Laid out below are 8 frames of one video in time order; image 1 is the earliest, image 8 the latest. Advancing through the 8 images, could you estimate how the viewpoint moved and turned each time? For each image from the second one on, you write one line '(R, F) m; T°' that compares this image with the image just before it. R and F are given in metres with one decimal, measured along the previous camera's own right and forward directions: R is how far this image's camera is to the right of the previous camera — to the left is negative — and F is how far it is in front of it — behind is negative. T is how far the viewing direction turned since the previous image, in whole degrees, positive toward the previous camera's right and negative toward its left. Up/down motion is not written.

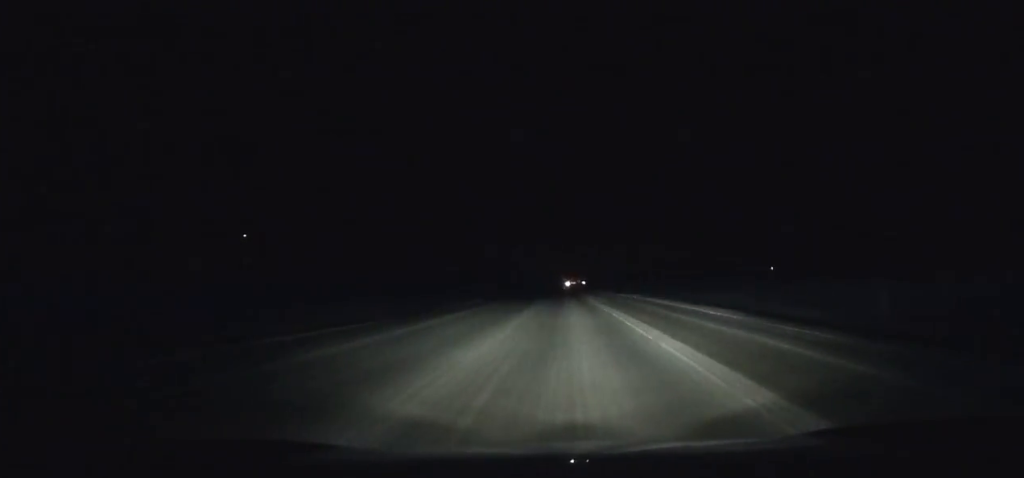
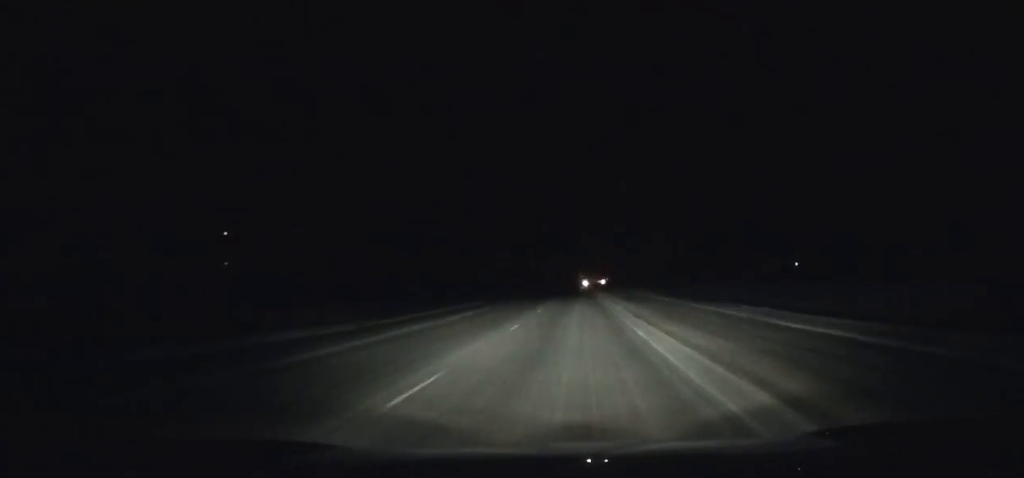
(-2.5, +91.3) m; -3°
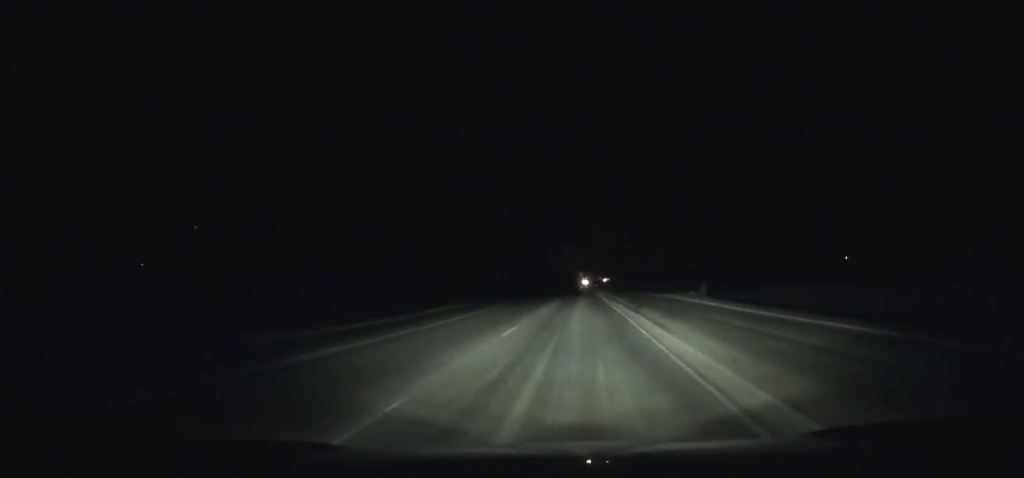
(-0.7, +62.0) m; -1°
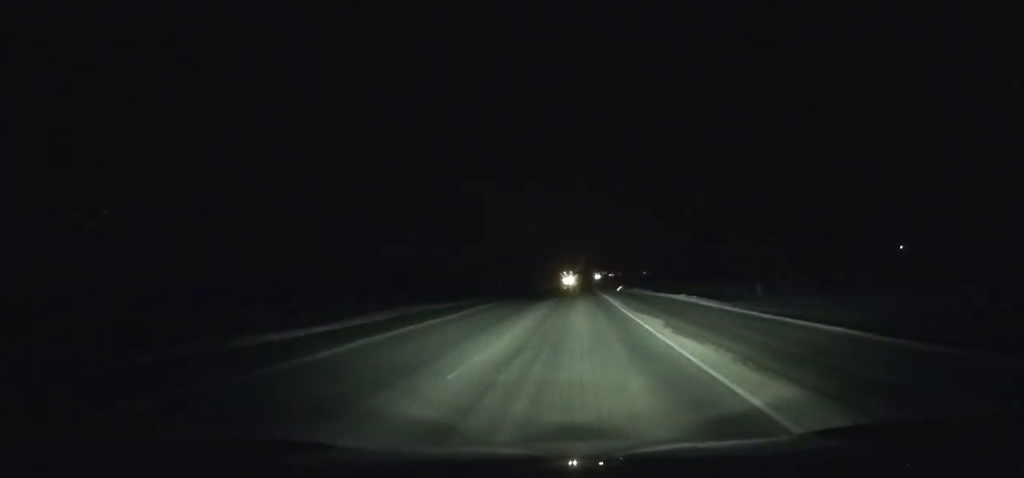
(+0.6, +125.9) m; +1°
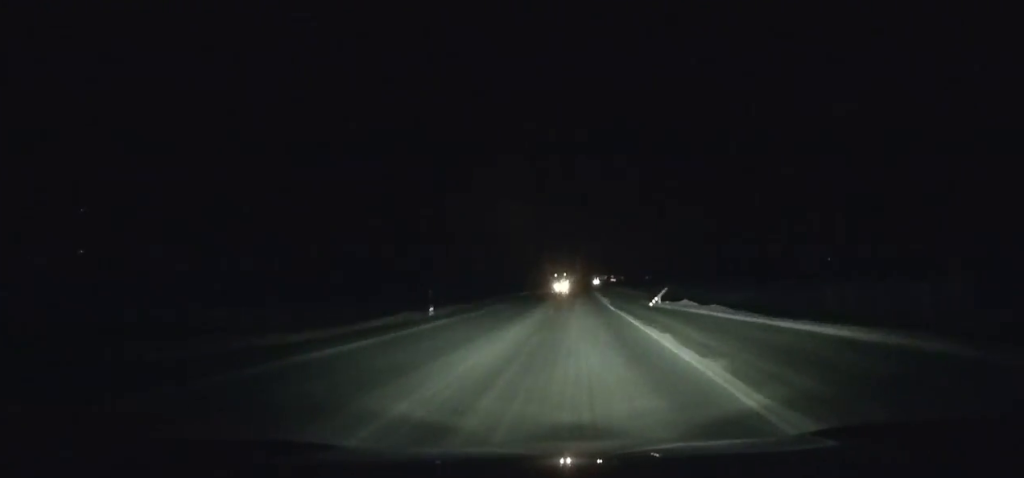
(+0.1, +29.4) m; 0°
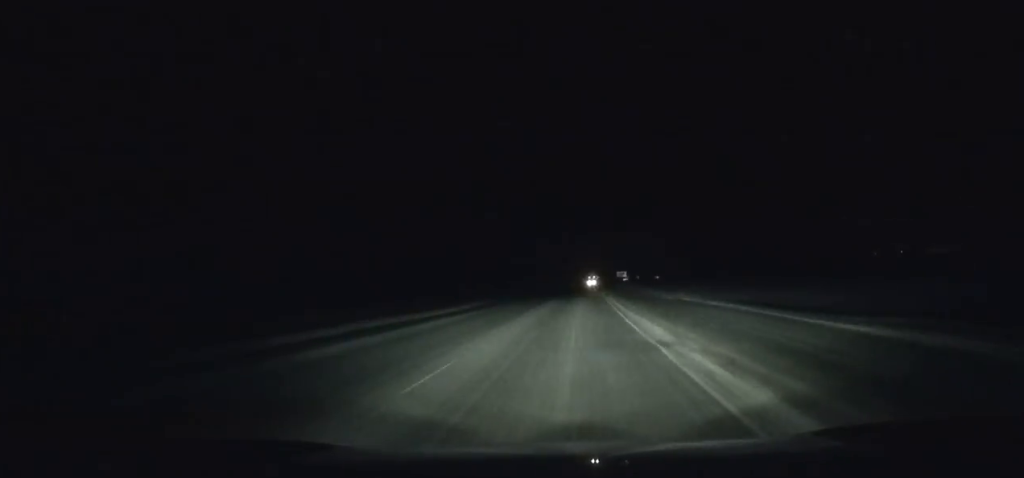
(+0.4, +115.4) m; +1°
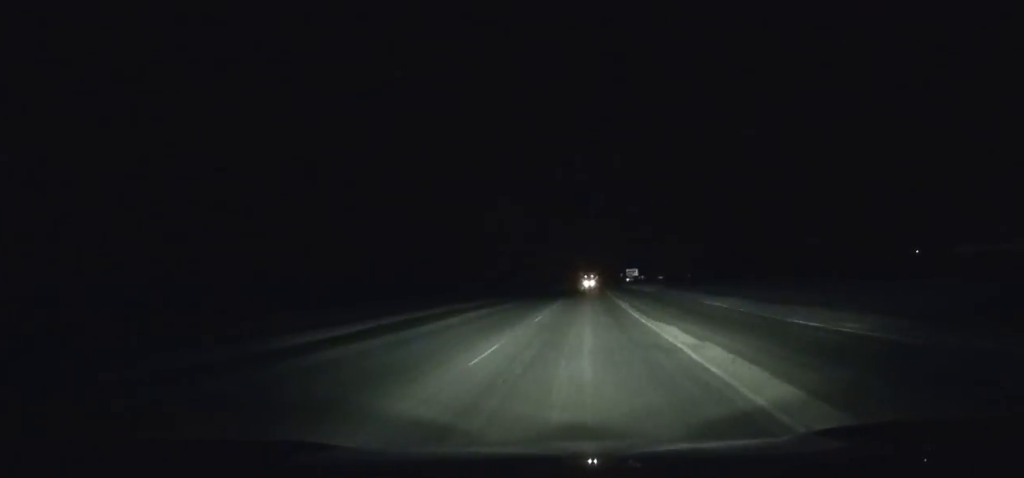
(-0.1, +33.3) m; 0°
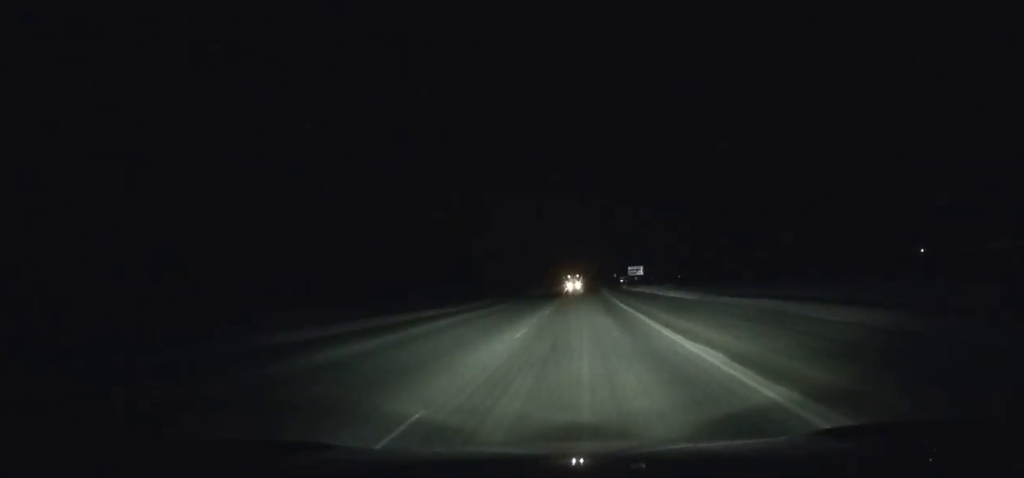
(+0.2, +30.4) m; 0°
